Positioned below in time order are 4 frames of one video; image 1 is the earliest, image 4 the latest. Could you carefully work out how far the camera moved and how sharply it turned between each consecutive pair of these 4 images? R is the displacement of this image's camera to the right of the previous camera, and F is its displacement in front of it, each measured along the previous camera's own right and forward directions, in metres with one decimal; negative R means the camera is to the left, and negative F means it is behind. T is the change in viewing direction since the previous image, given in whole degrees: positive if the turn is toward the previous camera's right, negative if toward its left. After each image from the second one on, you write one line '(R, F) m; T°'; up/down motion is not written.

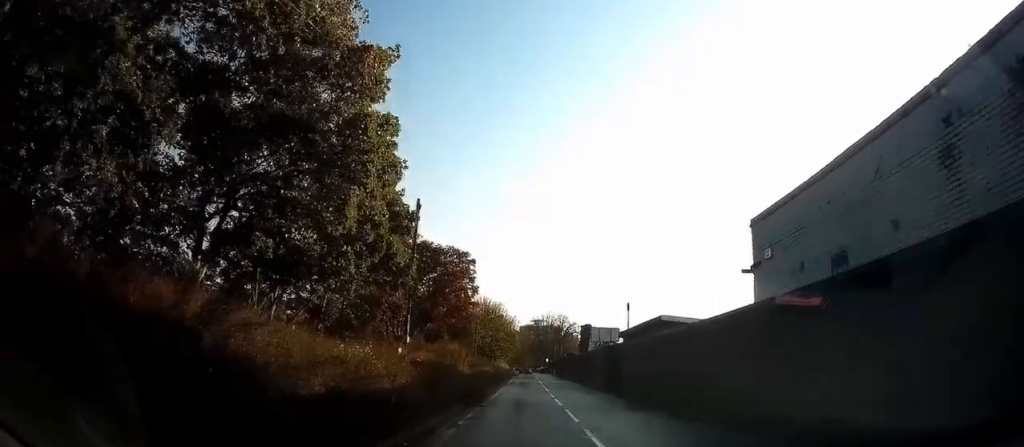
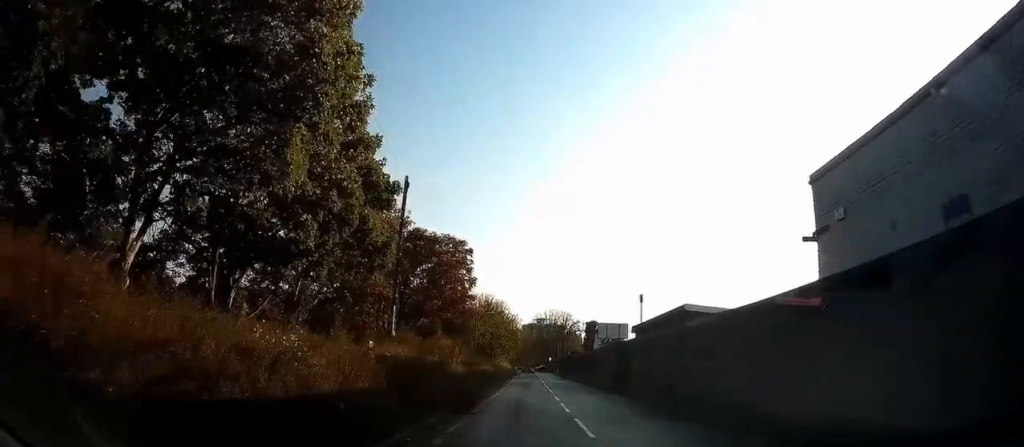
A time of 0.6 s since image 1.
(0.0, +3.2) m; +1°
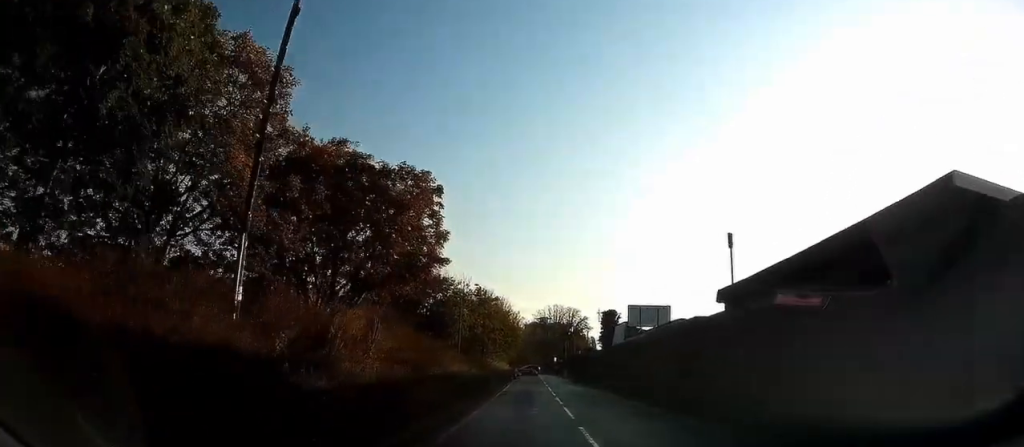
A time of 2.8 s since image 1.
(-0.1, +13.7) m; -4°
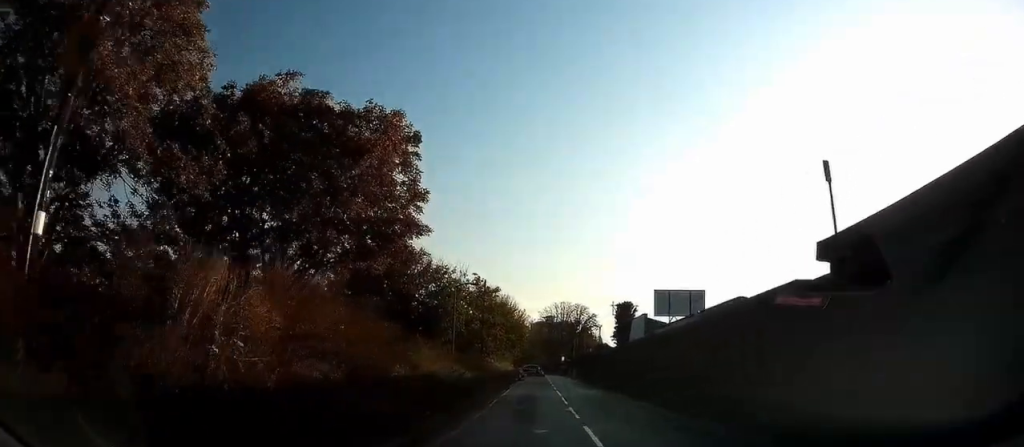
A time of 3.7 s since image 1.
(-0.1, +6.2) m; -2°
